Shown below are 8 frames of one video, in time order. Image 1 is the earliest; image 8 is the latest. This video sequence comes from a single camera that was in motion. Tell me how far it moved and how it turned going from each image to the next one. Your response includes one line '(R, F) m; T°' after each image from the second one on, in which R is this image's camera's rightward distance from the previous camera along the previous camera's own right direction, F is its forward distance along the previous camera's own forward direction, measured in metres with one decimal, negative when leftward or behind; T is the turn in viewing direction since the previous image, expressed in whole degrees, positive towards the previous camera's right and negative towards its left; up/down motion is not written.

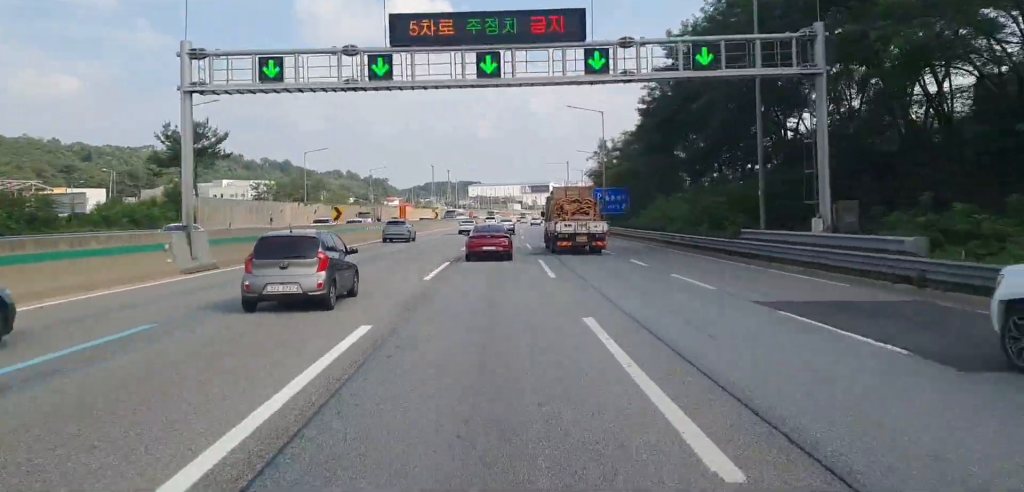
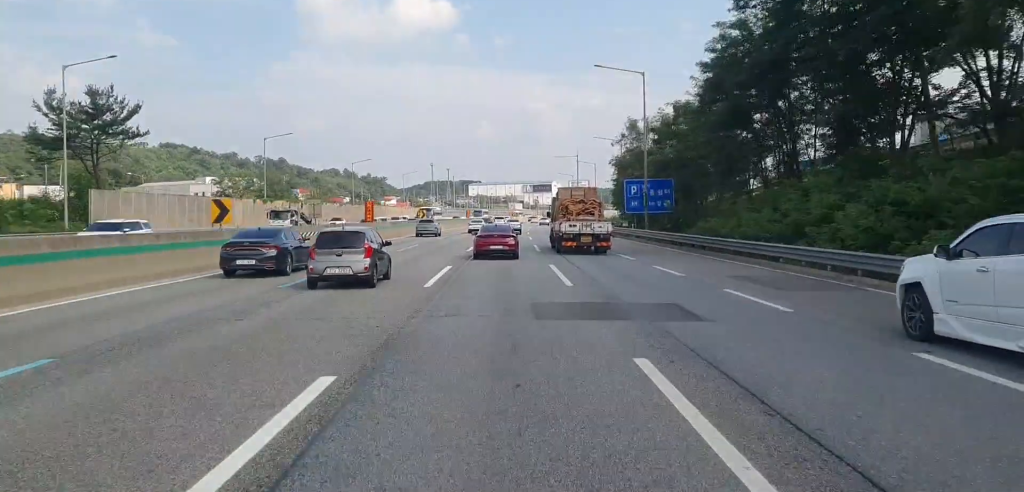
(+0.2, +20.5) m; +1°
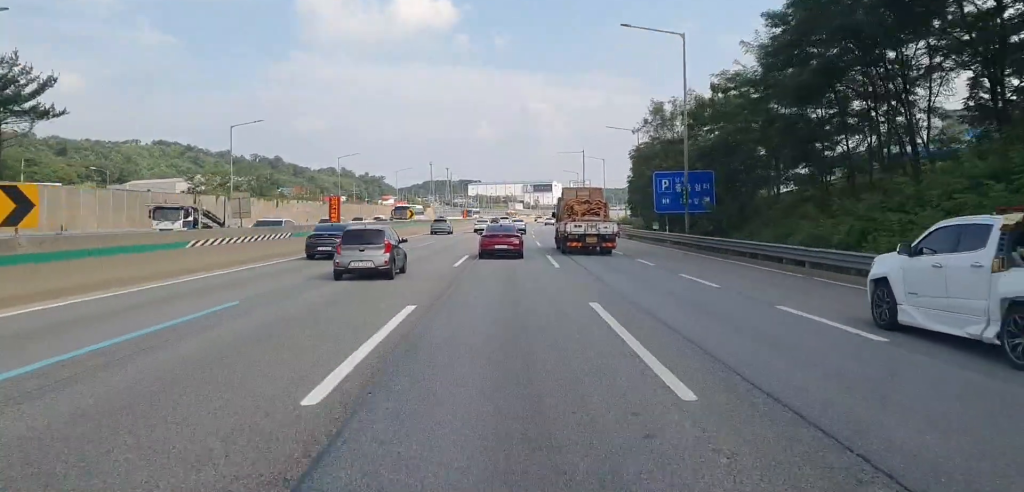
(+0.2, +11.8) m; 0°
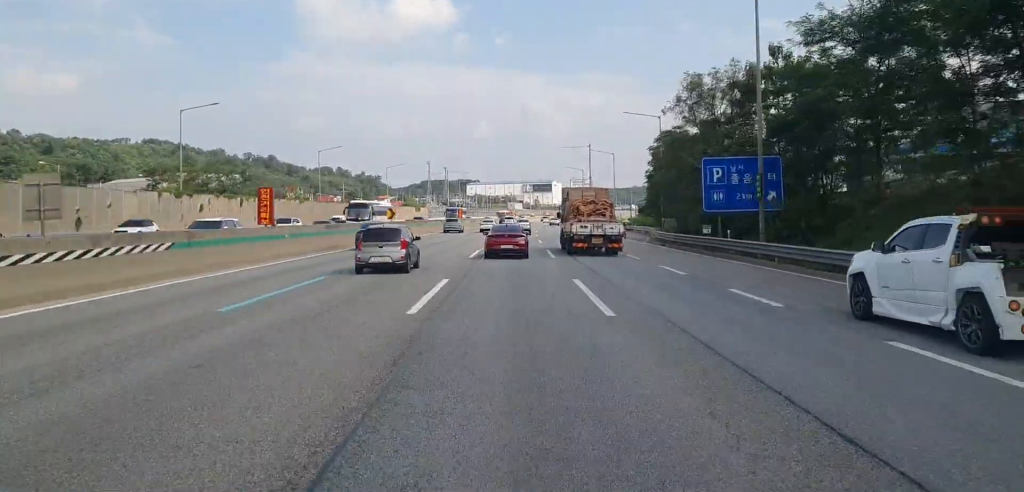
(-0.2, +12.7) m; 0°
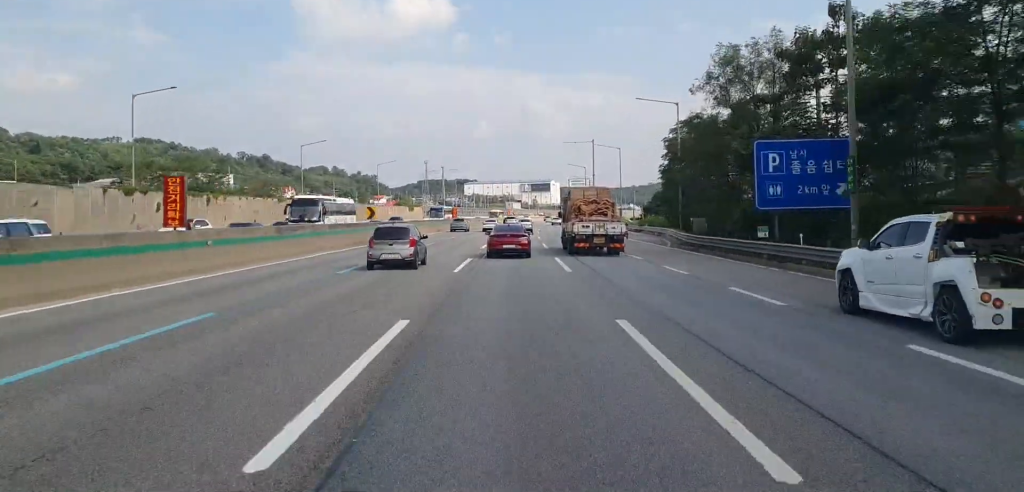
(-0.1, +8.4) m; 0°
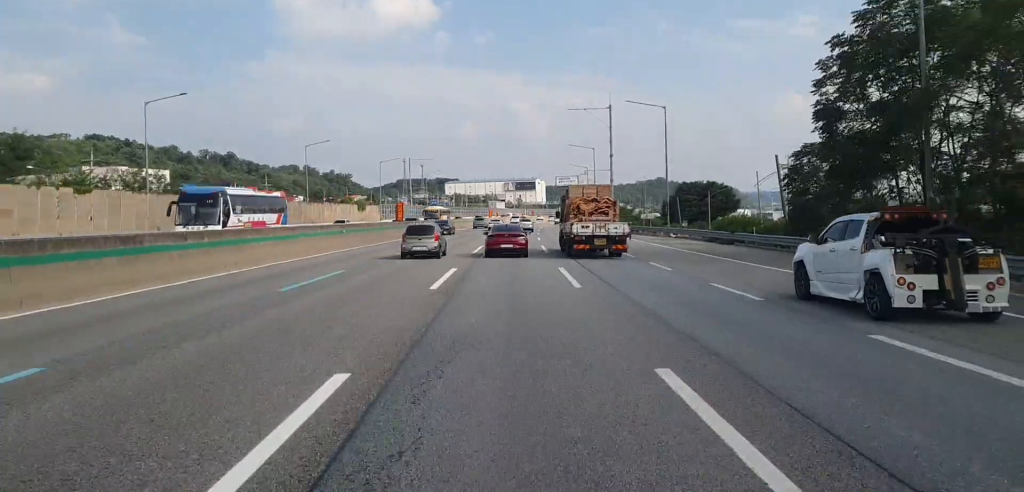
(+0.7, +41.1) m; +1°
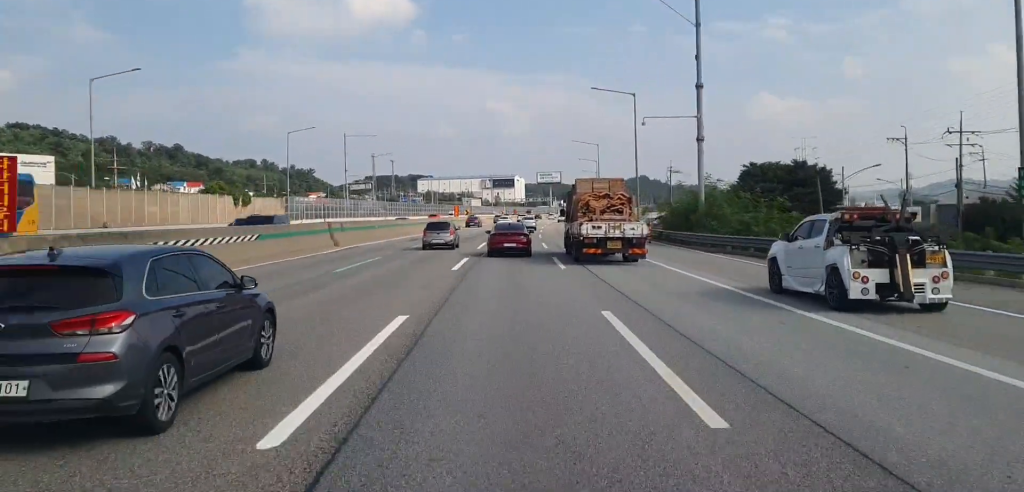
(0.0, +49.8) m; 0°
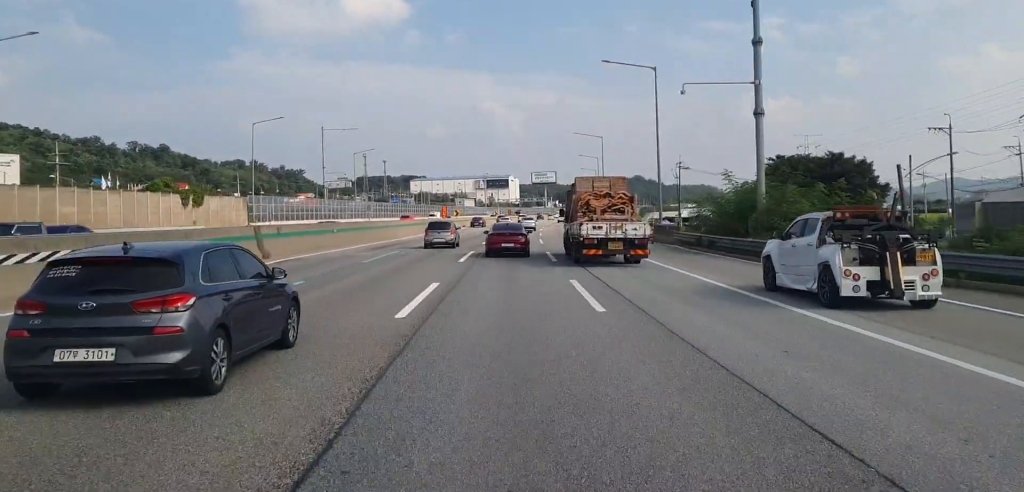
(-0.1, +11.3) m; +1°
